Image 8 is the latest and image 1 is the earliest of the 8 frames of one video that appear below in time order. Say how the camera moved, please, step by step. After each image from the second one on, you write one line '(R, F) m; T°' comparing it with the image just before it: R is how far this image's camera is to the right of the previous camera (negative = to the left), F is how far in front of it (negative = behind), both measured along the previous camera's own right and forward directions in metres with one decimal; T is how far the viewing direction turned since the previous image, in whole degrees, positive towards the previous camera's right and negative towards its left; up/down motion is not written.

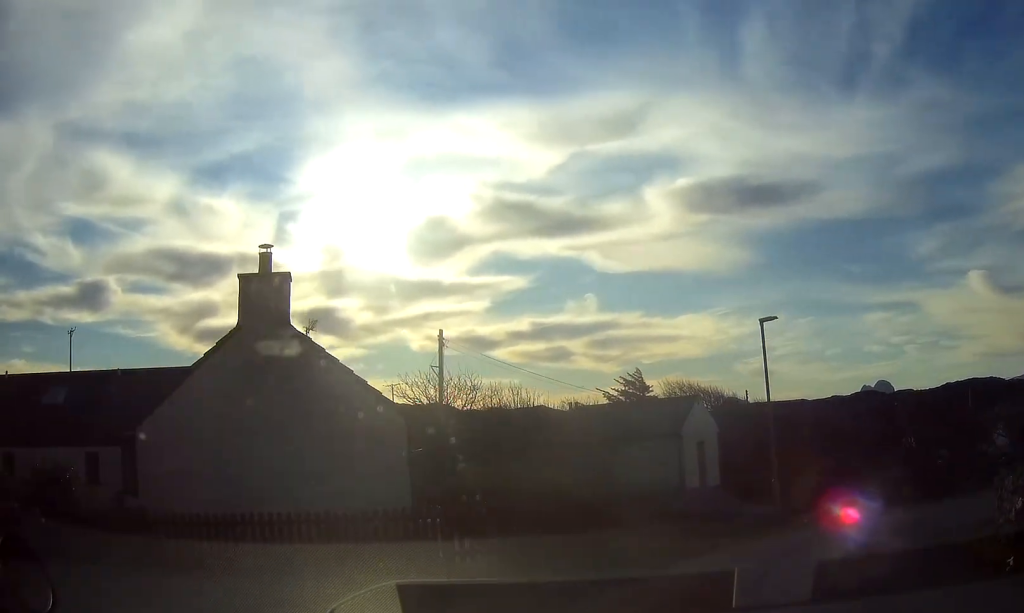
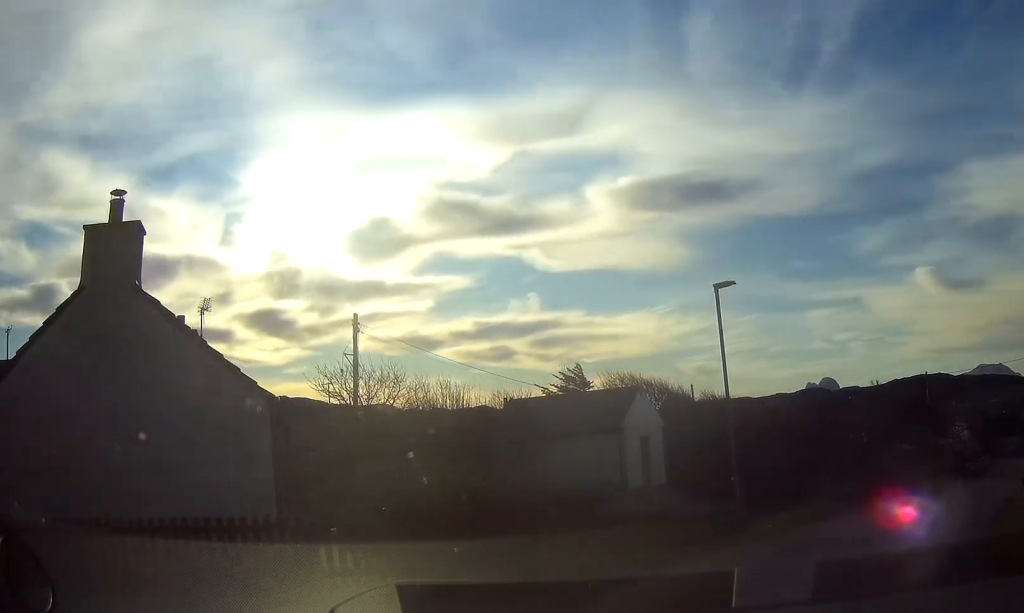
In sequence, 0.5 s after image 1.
(0.0, +3.1) m; +5°
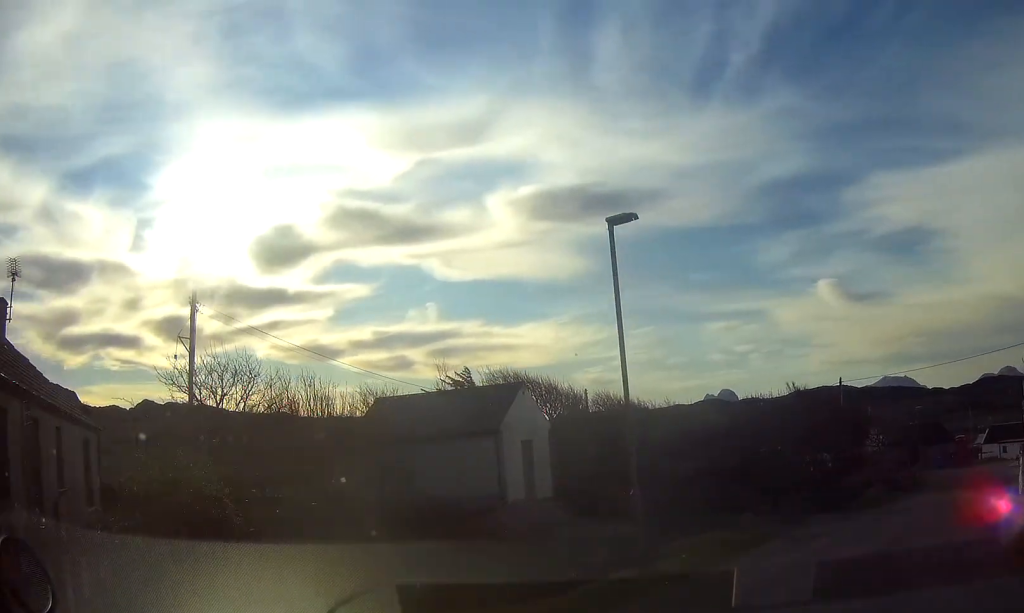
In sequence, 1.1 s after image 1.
(+0.4, +4.6) m; +7°
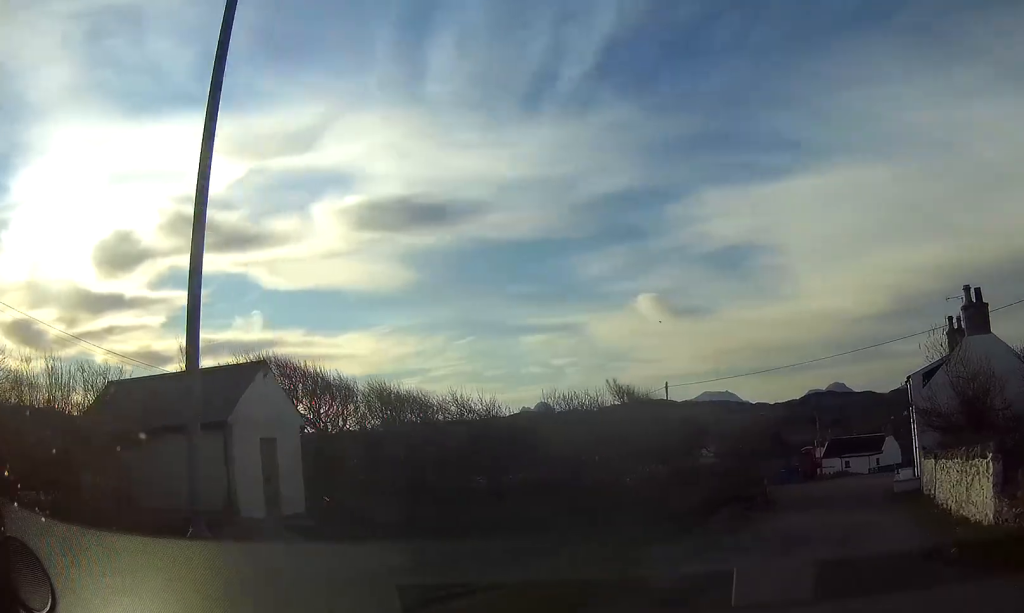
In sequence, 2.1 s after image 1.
(+0.6, +7.1) m; +10°
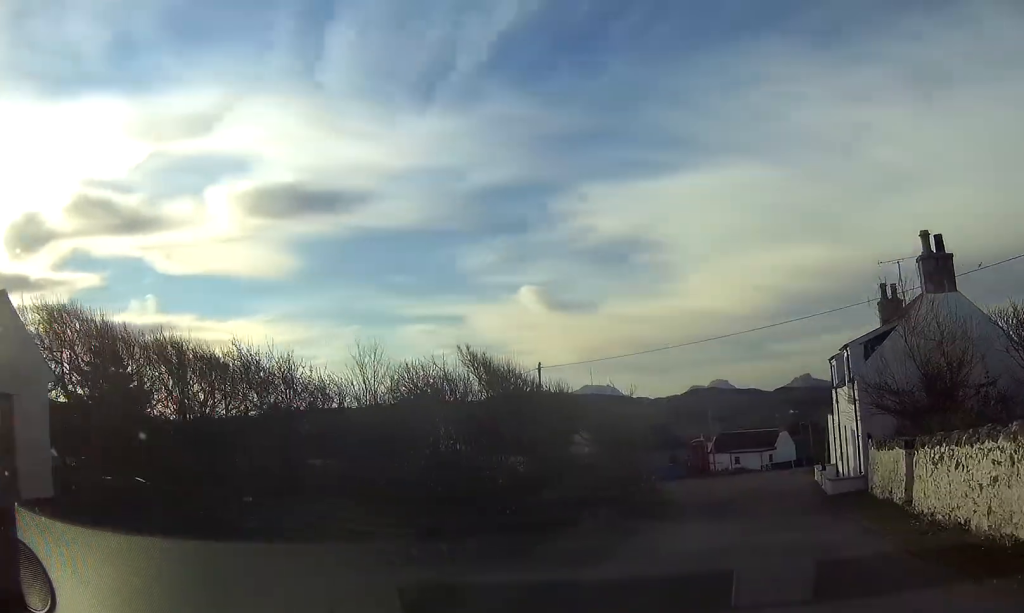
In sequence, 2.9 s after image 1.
(+0.5, +6.9) m; +8°
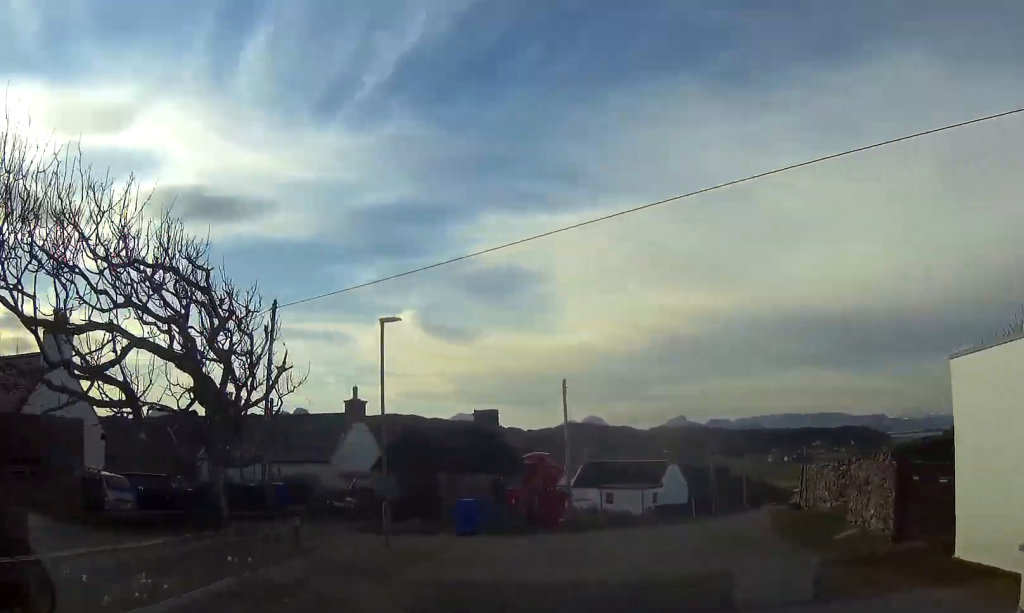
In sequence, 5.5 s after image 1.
(+4.0, +26.4) m; +13°
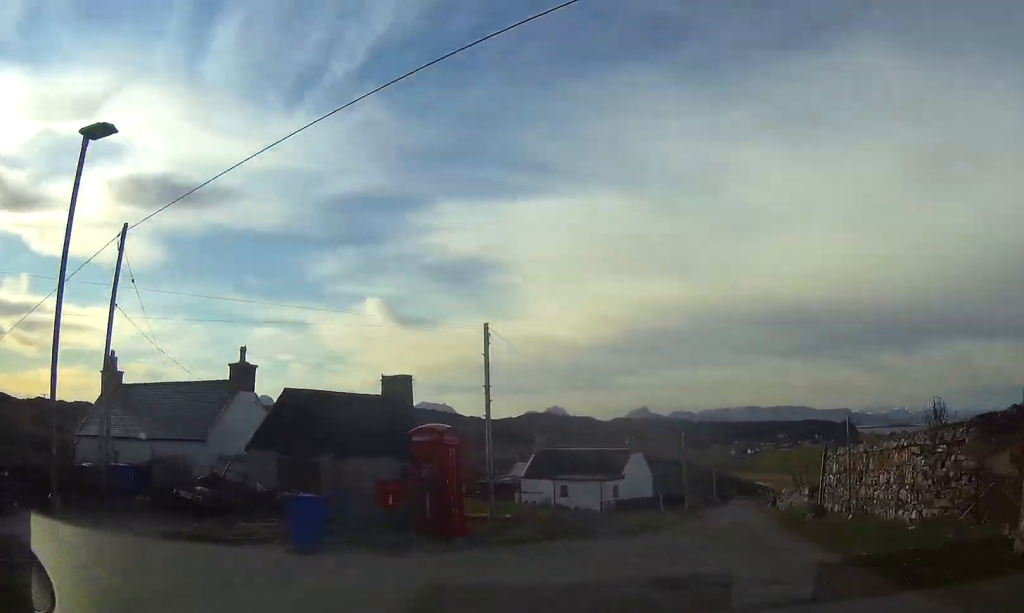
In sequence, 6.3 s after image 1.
(+0.2, +9.5) m; +3°
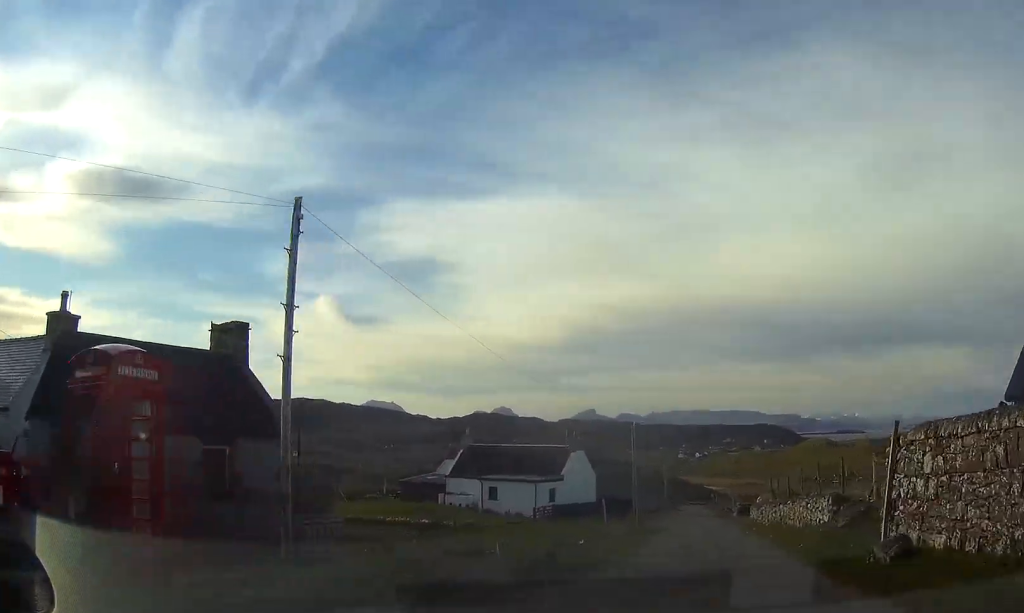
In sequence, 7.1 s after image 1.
(+0.3, +10.1) m; +3°
